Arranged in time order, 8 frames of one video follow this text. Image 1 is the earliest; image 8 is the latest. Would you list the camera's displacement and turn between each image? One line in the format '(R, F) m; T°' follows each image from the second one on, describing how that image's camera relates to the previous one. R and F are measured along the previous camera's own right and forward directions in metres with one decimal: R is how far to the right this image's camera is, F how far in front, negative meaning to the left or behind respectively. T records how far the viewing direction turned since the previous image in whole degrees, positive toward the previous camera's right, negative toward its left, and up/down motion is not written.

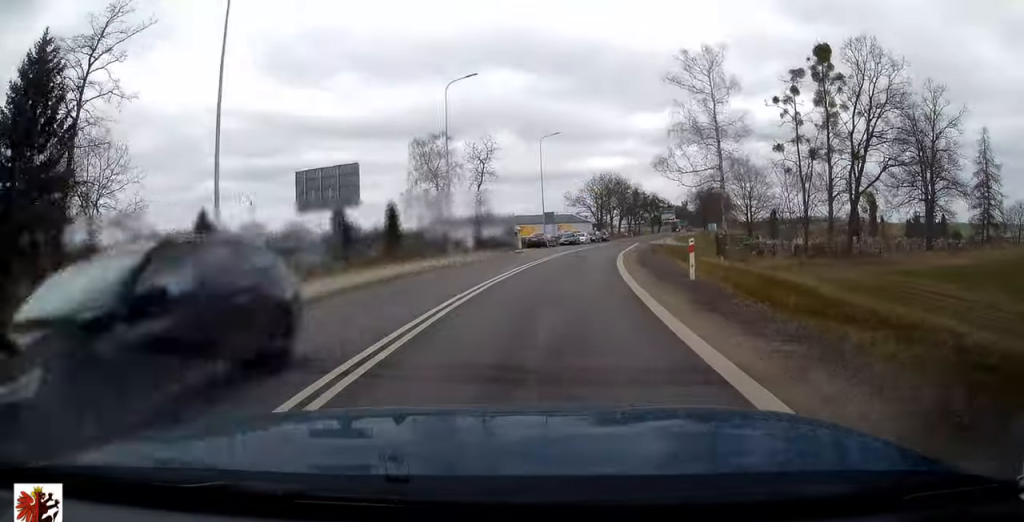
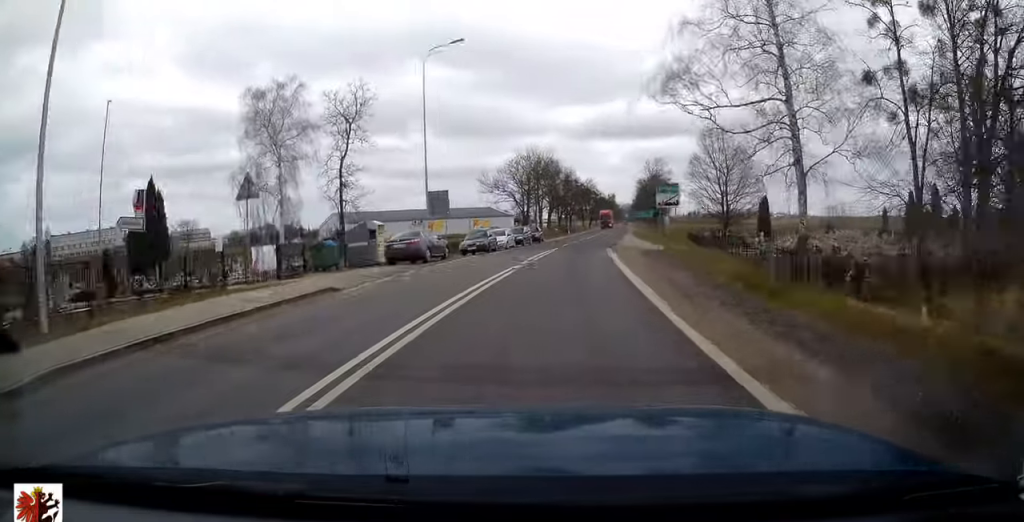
(+0.8, +28.6) m; +5°
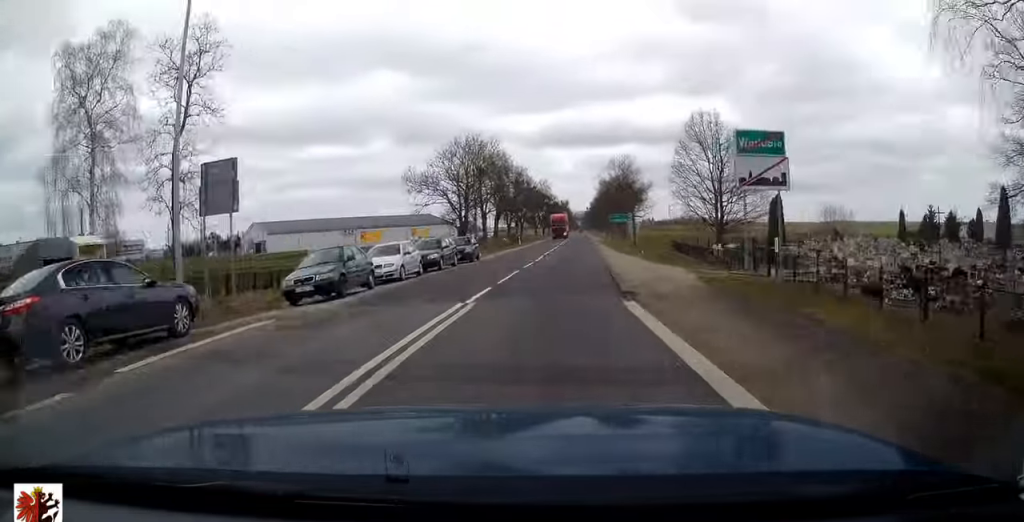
(+1.1, +19.9) m; +3°
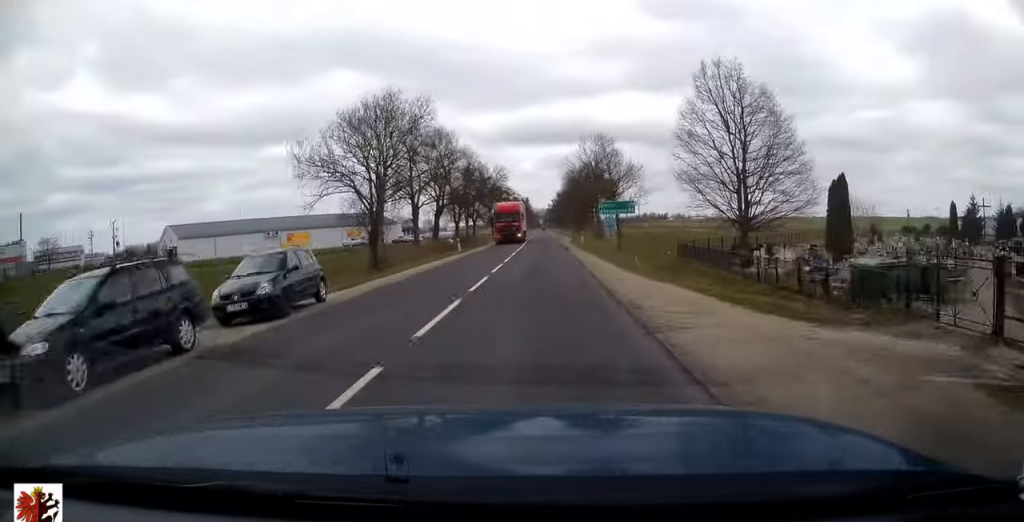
(+0.5, +20.3) m; +2°
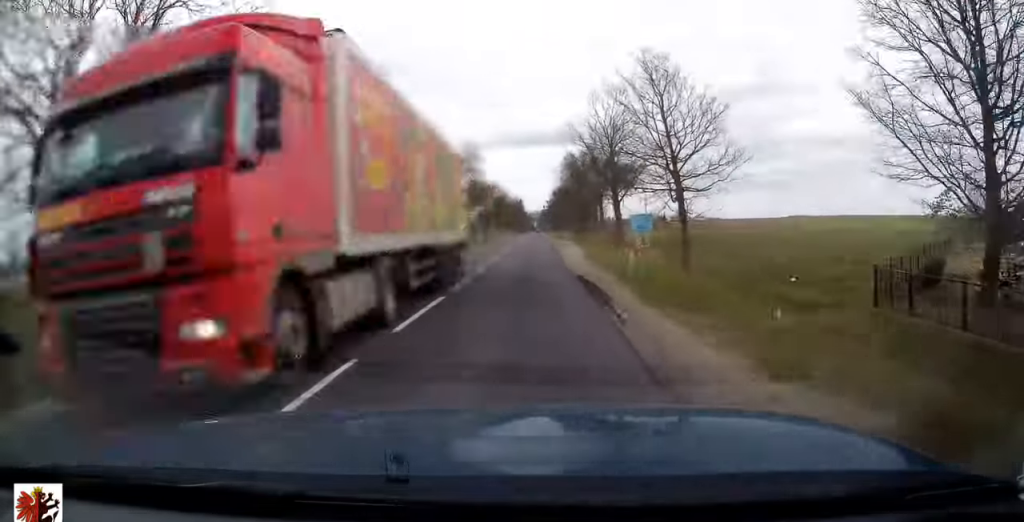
(+0.9, +29.7) m; +1°
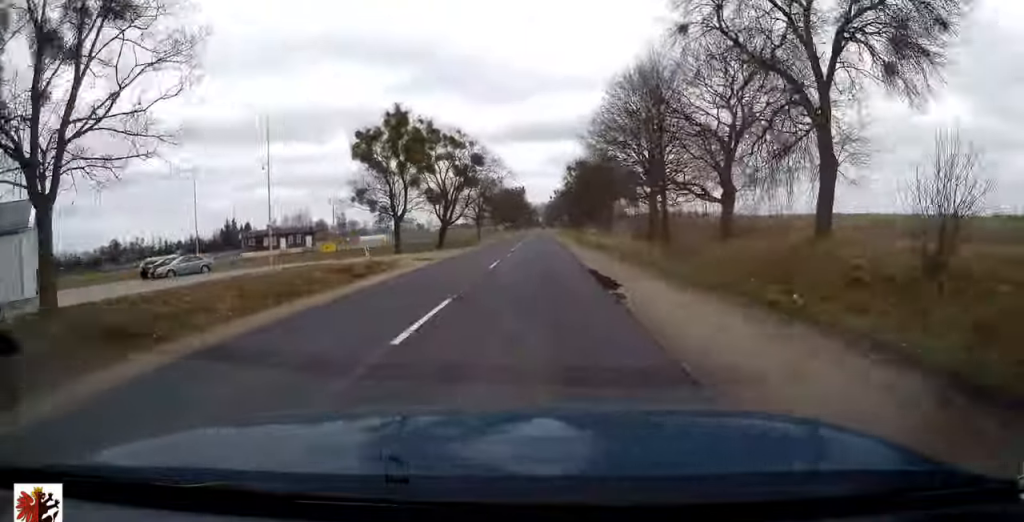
(+0.2, +66.9) m; 0°
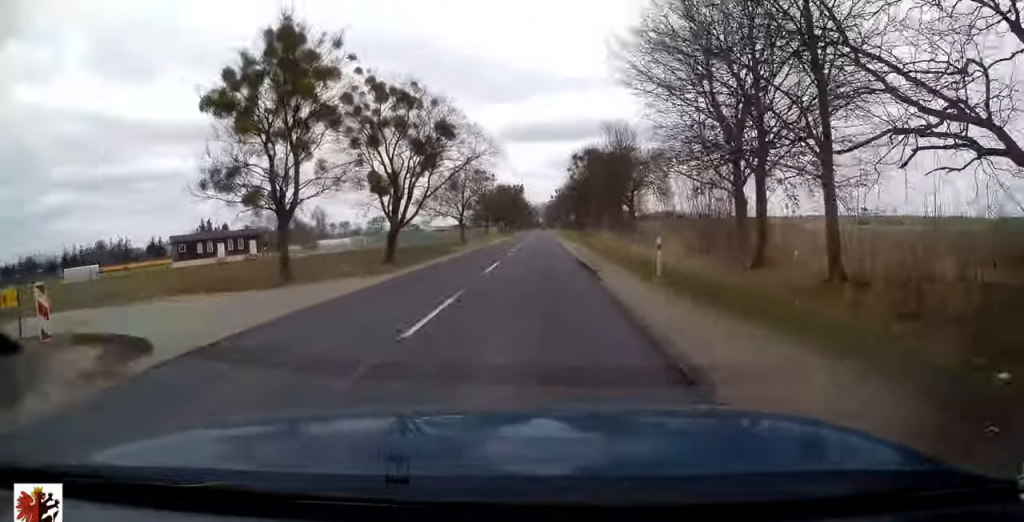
(+0.1, +23.8) m; 0°
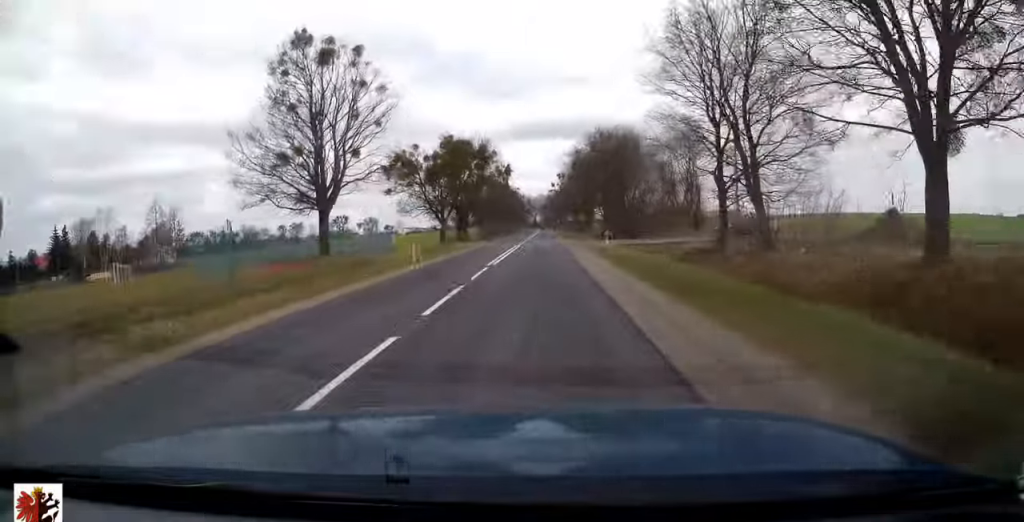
(+0.3, +95.7) m; 0°
